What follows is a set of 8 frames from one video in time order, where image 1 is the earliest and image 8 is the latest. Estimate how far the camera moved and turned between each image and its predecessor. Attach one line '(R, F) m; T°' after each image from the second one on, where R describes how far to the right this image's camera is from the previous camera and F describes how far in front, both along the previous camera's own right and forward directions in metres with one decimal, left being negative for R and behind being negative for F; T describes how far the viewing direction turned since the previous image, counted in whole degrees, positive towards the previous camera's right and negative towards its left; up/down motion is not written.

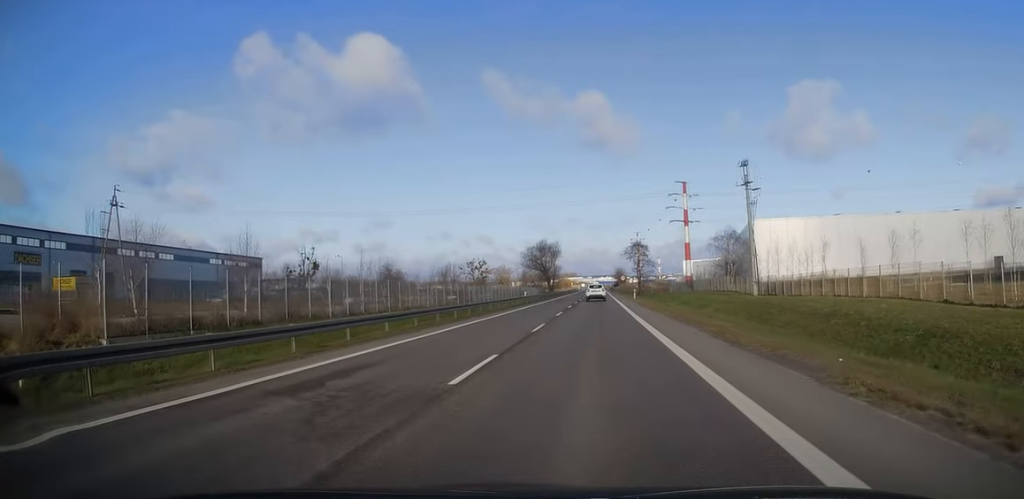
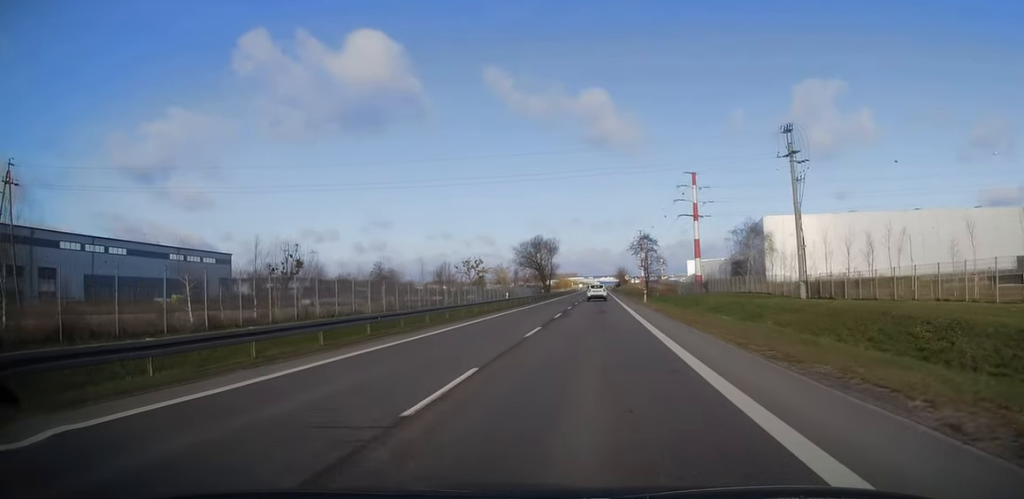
(0.0, +14.3) m; 0°
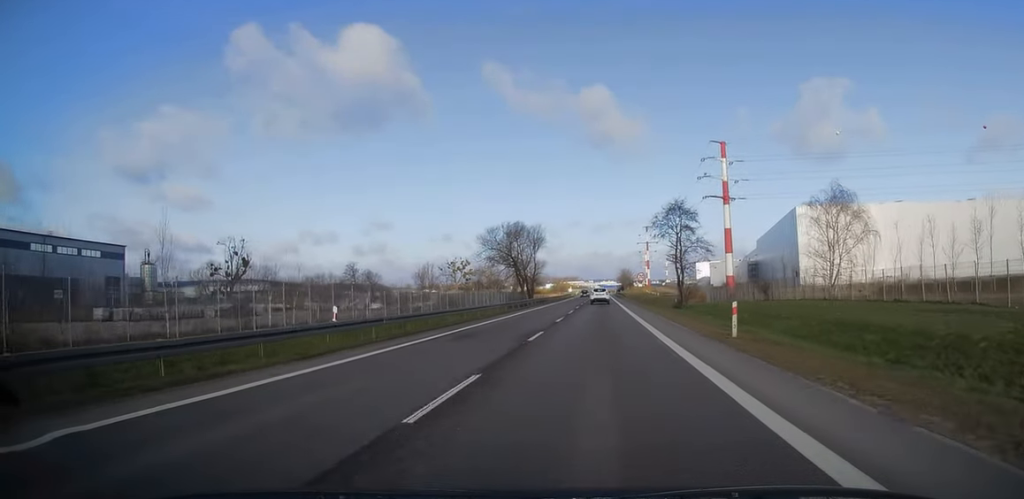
(-0.2, +35.9) m; -1°
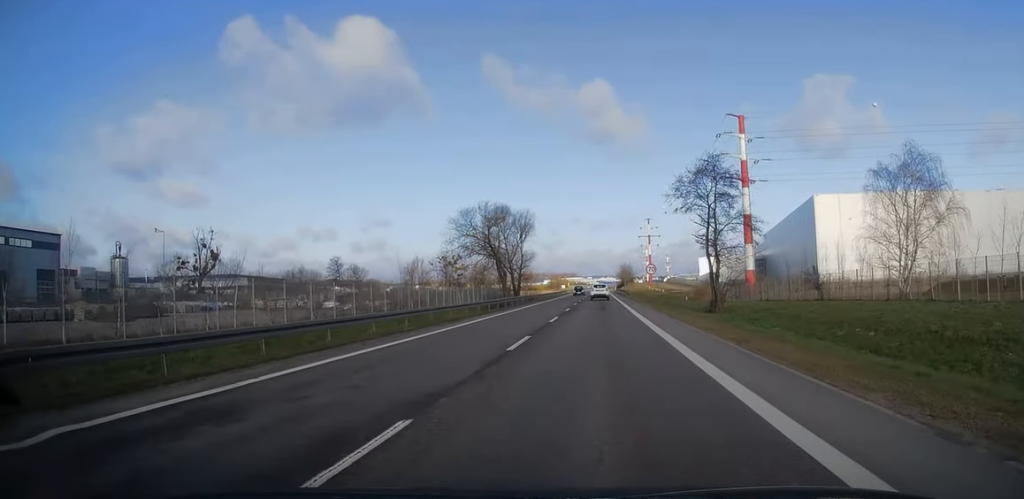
(0.0, +16.0) m; +1°
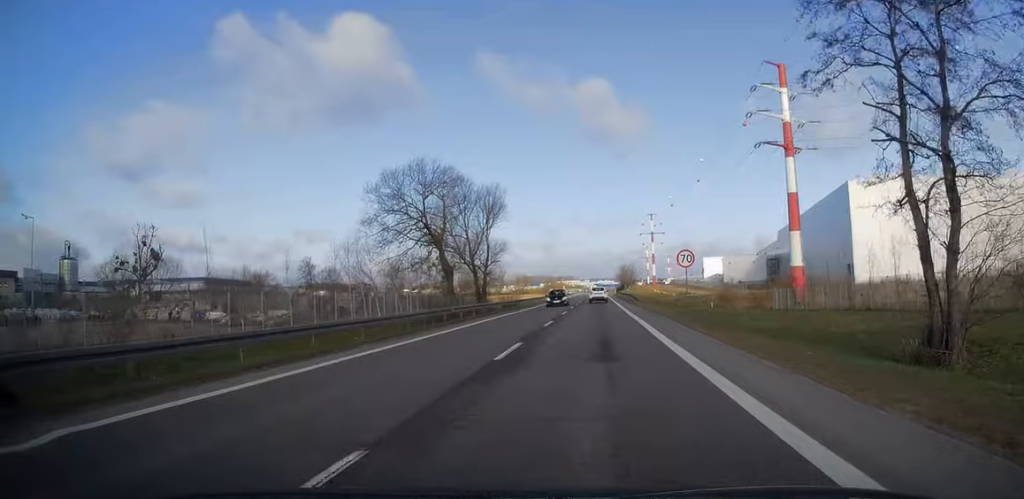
(+0.3, +25.0) m; 0°
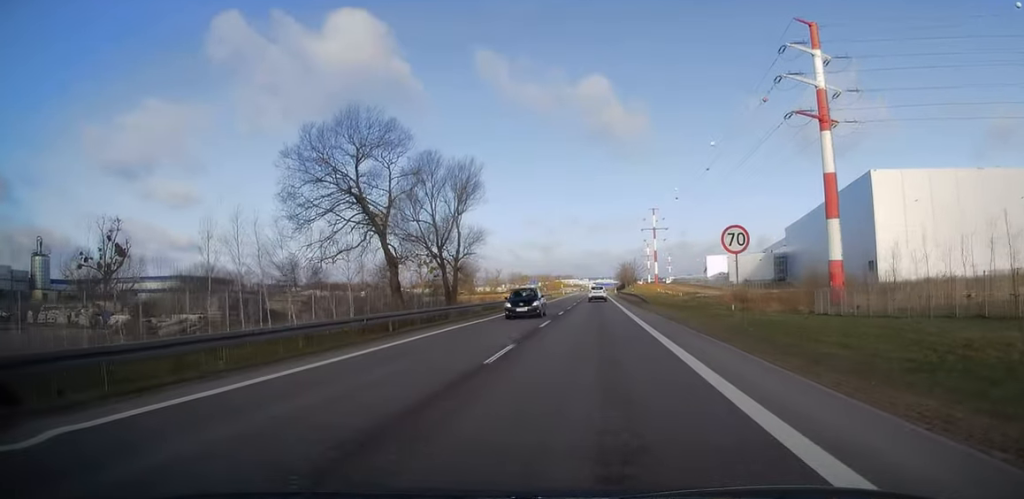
(-0.2, +12.7) m; 0°
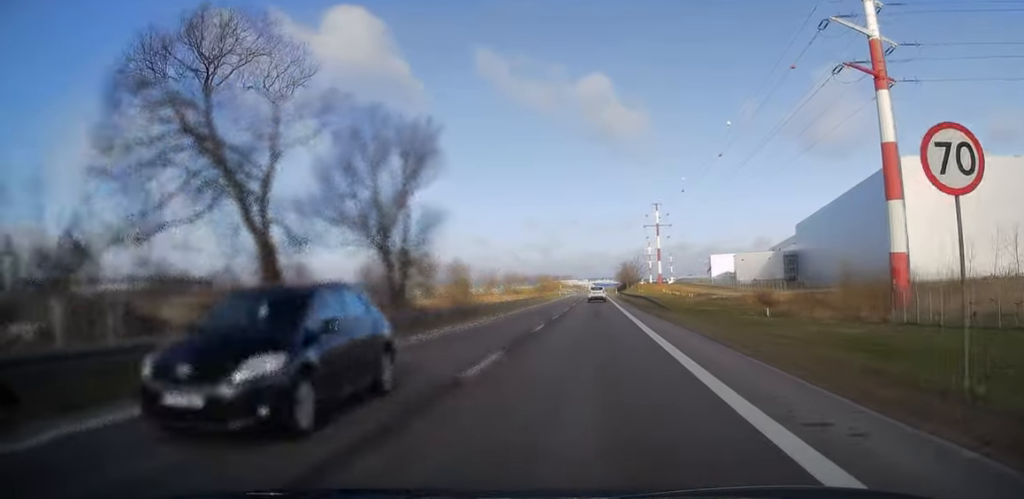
(+0.1, +13.7) m; +1°
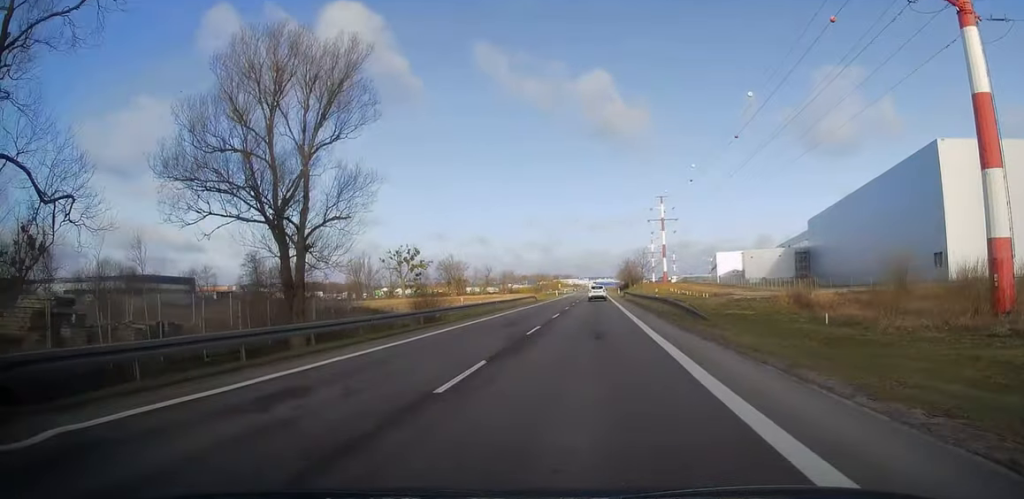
(+0.1, +13.3) m; 0°
